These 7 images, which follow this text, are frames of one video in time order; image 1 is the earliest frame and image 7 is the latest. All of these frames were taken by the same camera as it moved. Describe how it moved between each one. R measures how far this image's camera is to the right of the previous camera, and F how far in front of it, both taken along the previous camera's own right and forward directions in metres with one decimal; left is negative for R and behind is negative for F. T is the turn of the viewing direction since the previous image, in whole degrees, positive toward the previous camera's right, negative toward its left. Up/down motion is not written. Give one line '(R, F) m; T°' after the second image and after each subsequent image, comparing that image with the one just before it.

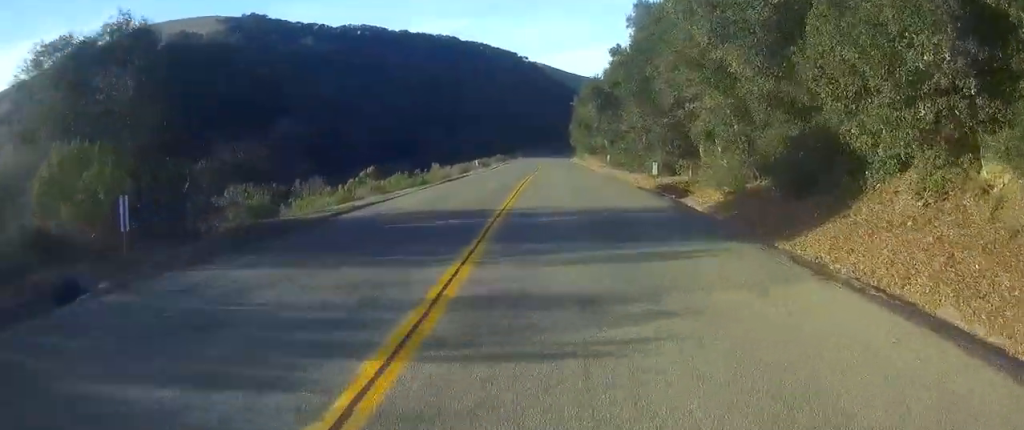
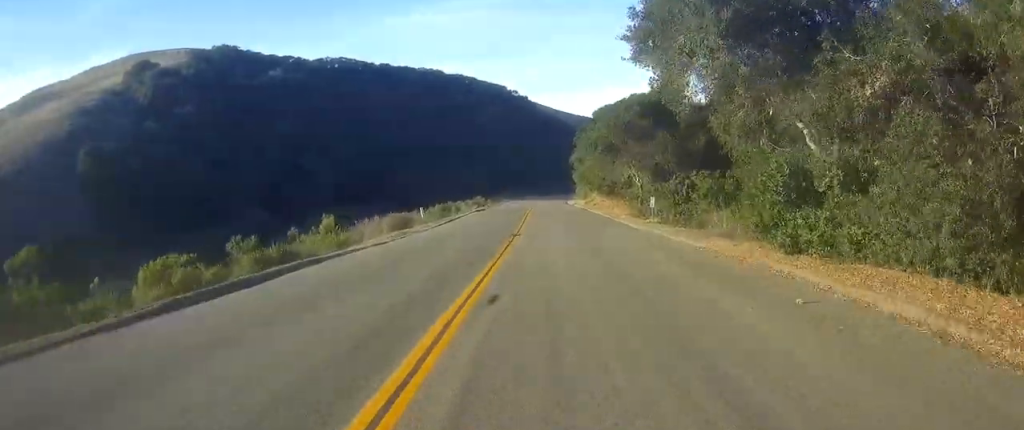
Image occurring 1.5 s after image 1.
(0.0, +29.6) m; 0°
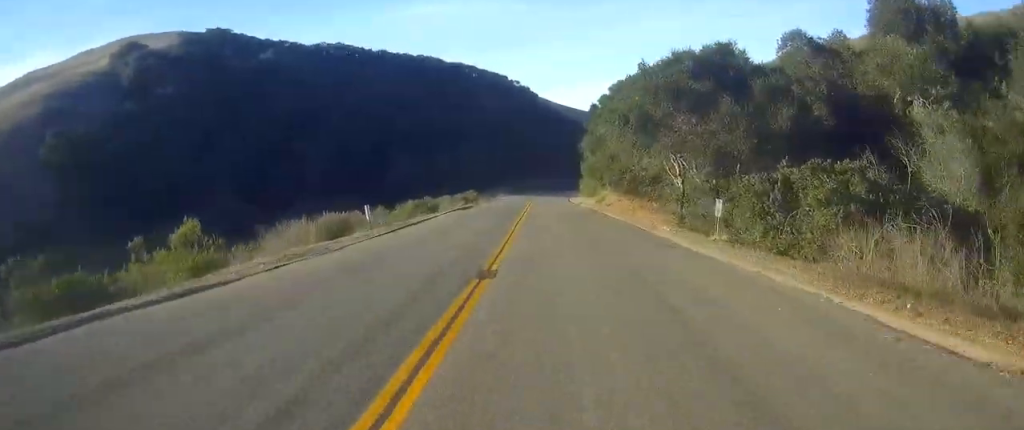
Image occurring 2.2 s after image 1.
(0.0, +13.3) m; -1°
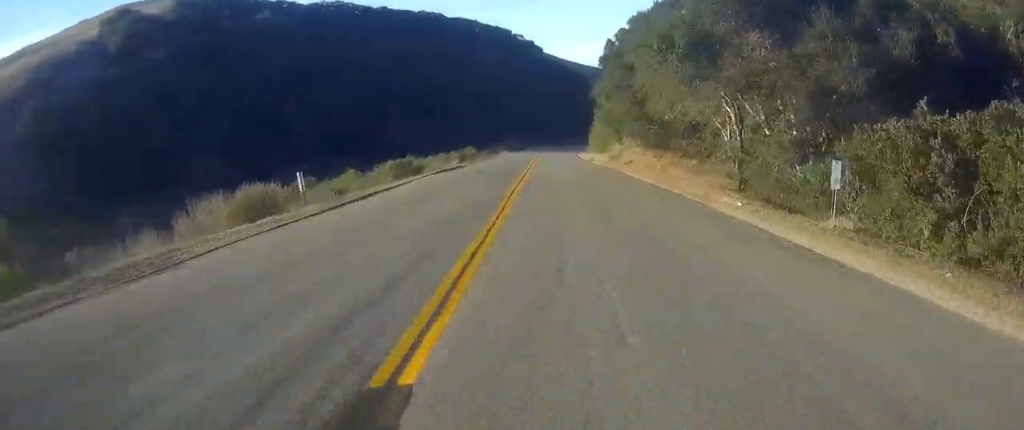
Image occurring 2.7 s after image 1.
(0.0, +8.9) m; -1°
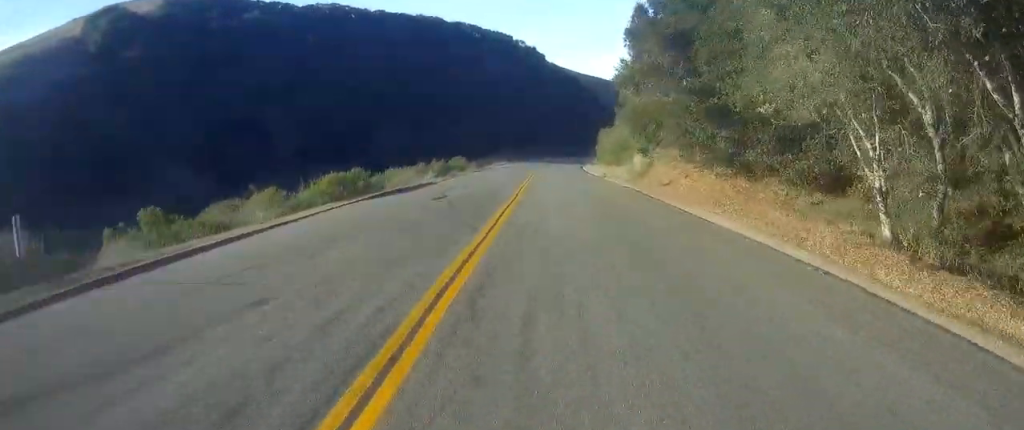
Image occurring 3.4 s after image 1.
(-0.1, +12.7) m; 0°
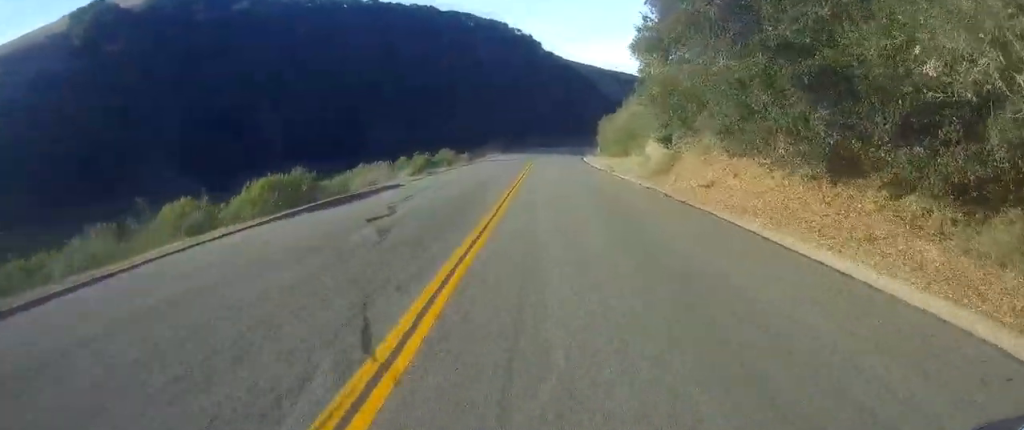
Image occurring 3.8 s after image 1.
(-0.1, +7.6) m; 0°
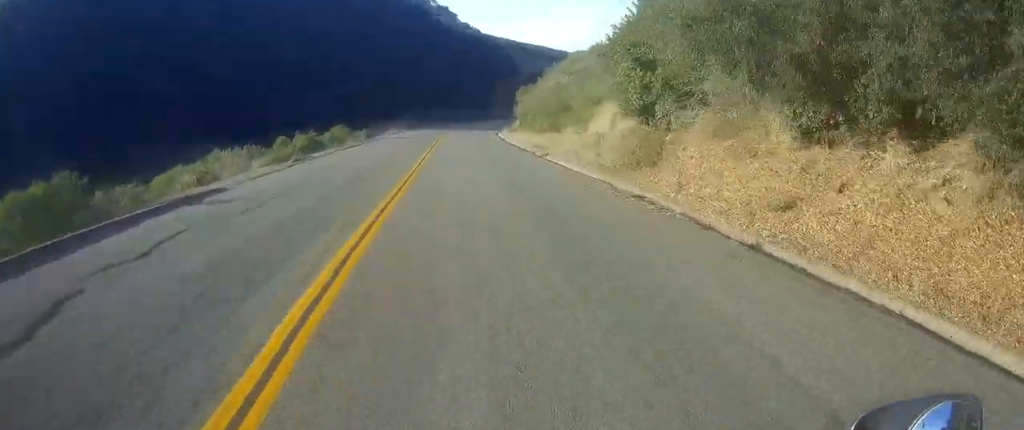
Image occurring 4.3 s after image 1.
(0.0, +10.6) m; 0°
